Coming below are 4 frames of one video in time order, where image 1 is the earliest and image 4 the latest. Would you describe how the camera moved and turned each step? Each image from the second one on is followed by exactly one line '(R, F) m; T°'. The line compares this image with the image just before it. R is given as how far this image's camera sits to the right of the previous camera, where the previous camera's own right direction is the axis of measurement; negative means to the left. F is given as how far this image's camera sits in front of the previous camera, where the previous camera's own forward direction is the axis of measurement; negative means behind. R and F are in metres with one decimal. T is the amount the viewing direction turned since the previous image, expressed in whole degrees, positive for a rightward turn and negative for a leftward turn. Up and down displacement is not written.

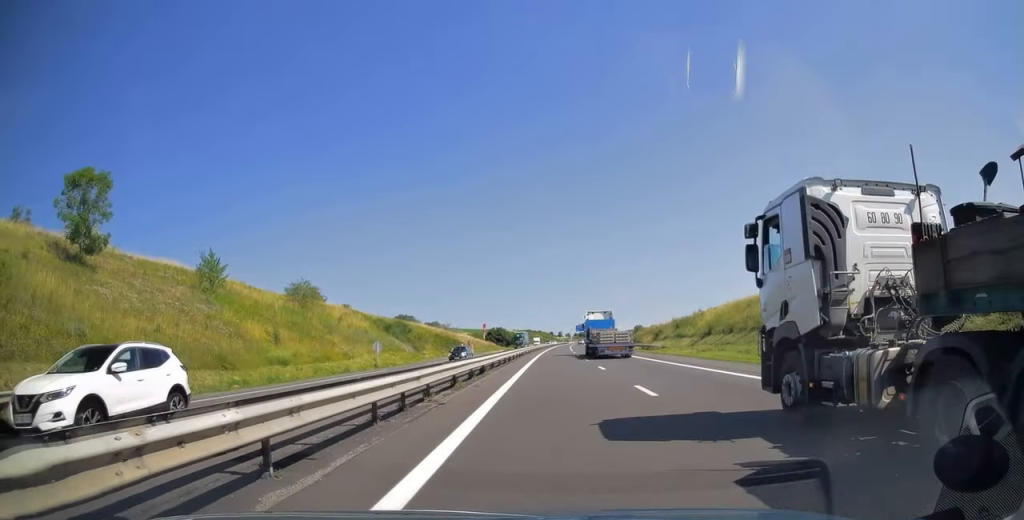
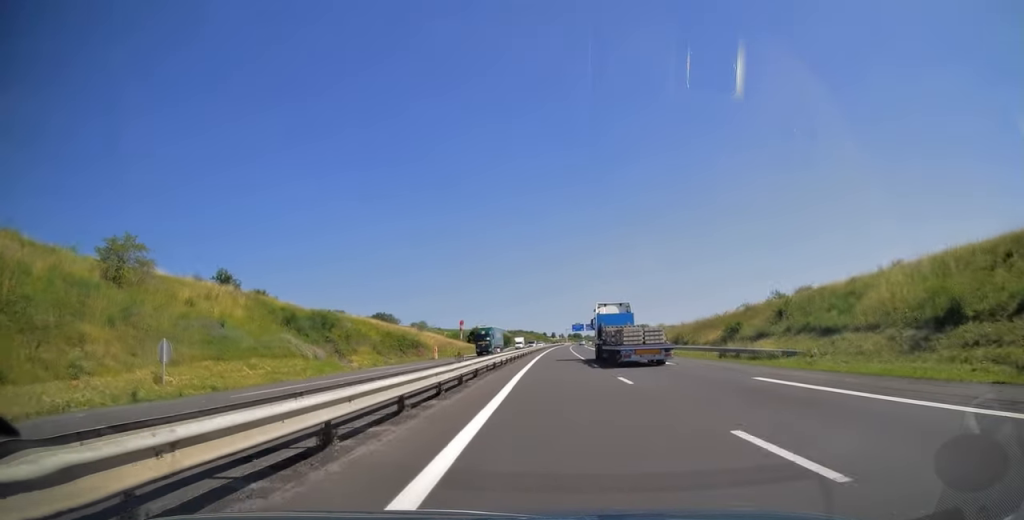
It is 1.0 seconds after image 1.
(+0.2, +34.9) m; 0°
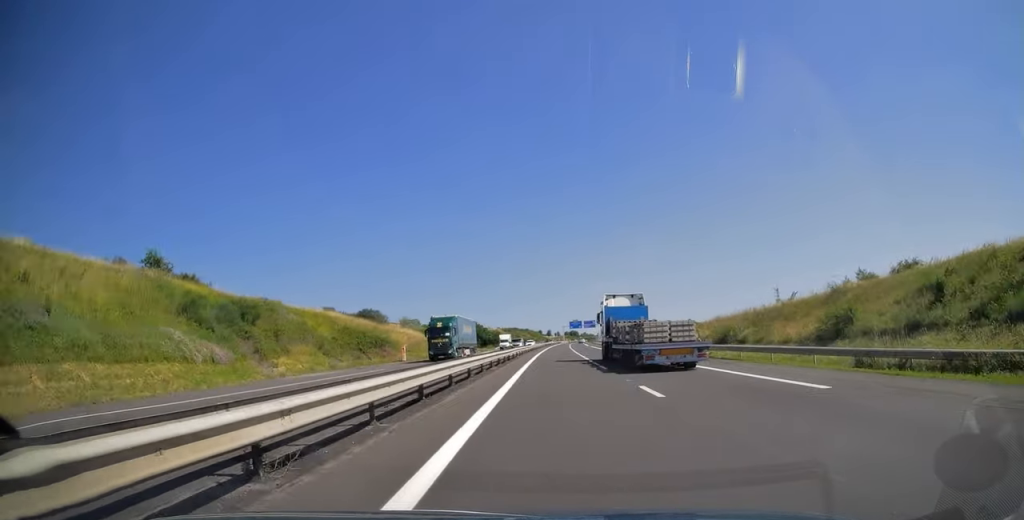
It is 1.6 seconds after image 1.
(0.0, +18.0) m; 0°
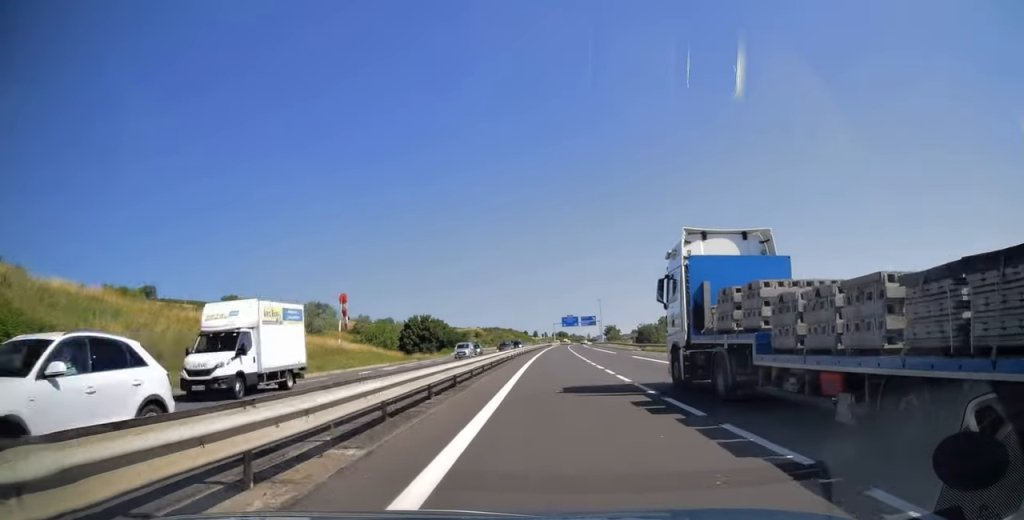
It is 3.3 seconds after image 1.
(+0.5, +59.5) m; +1°
